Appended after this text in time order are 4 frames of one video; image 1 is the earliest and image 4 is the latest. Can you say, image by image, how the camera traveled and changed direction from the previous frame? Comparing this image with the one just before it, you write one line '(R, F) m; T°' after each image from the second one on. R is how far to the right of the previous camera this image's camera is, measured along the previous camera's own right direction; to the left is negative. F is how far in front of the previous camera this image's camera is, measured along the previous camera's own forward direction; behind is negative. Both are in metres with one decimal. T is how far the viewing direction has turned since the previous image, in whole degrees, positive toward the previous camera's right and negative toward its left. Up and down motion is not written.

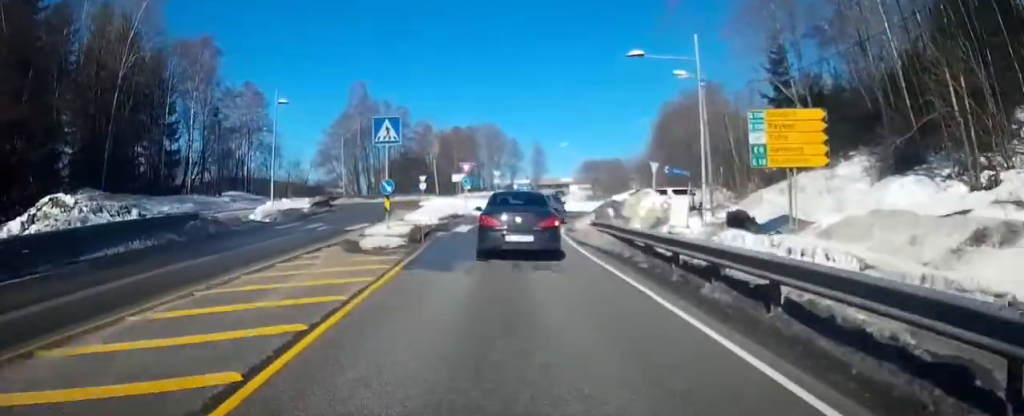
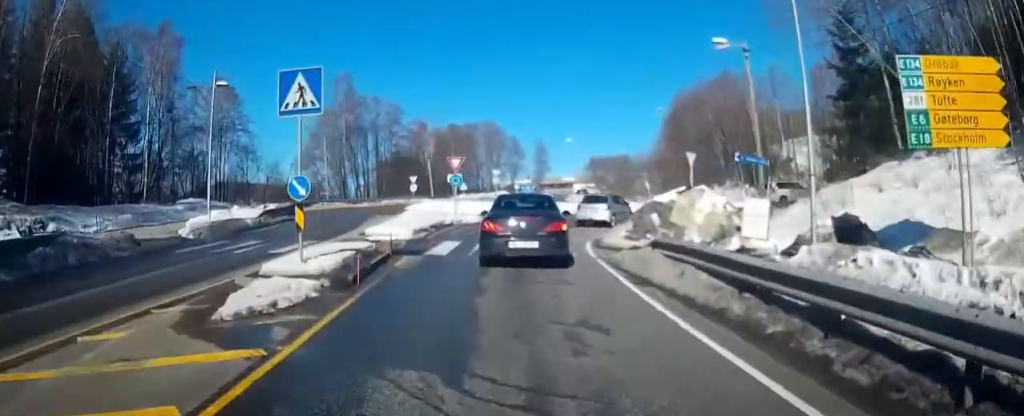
(-0.1, +7.4) m; 0°
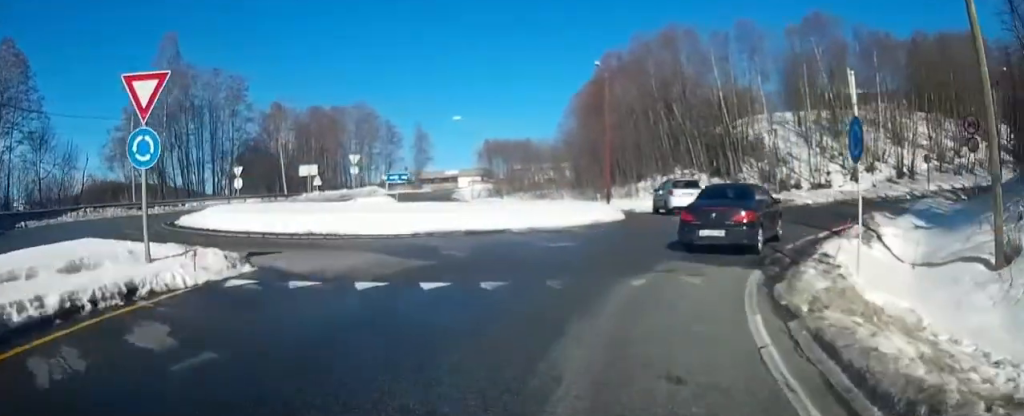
(+1.2, +20.1) m; +17°
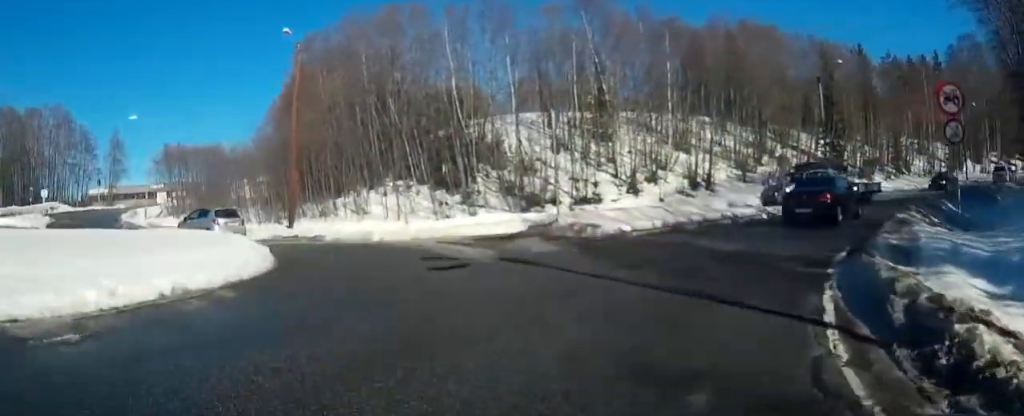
(+2.7, +12.1) m; +20°
